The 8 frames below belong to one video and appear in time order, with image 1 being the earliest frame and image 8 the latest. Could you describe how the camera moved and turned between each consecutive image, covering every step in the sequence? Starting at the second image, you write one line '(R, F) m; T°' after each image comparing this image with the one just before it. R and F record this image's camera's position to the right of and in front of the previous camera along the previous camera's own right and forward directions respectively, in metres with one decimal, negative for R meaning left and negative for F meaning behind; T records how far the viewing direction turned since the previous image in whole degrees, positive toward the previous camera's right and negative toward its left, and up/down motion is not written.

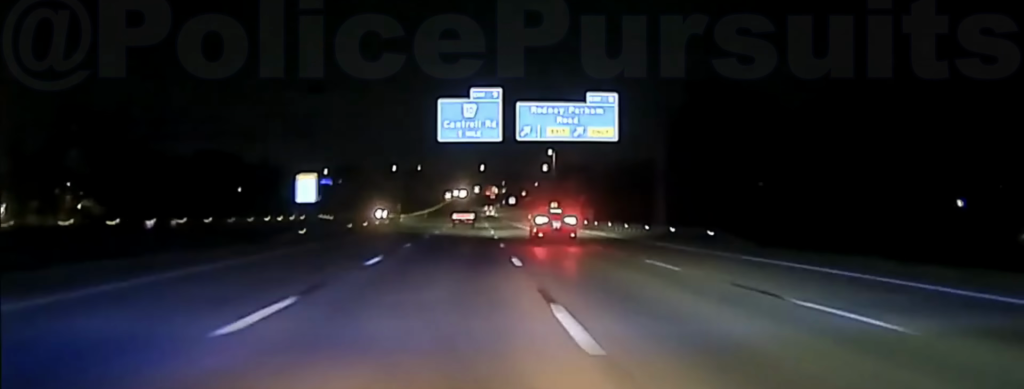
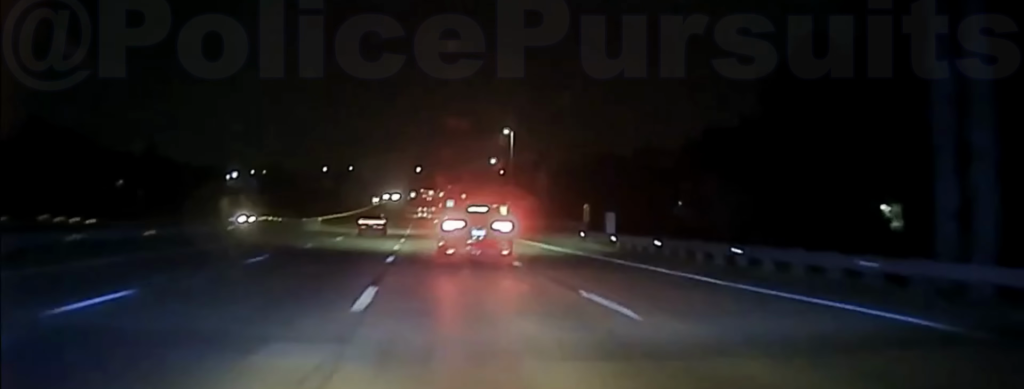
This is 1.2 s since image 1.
(+1.2, +47.2) m; +2°
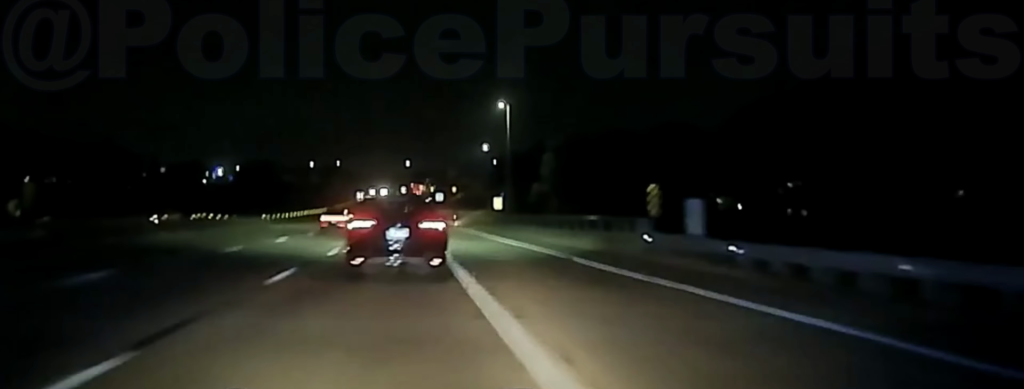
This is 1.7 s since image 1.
(0.0, +19.7) m; +1°
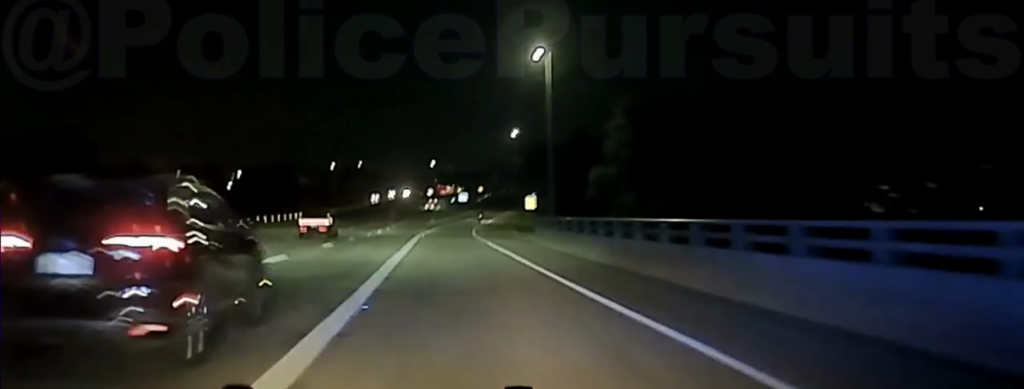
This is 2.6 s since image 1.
(+0.3, +29.7) m; 0°
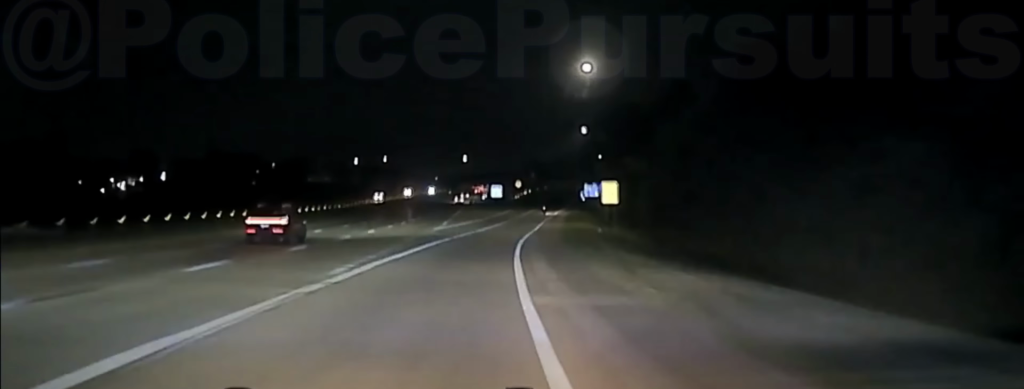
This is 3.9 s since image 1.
(-0.8, +48.8) m; -1°
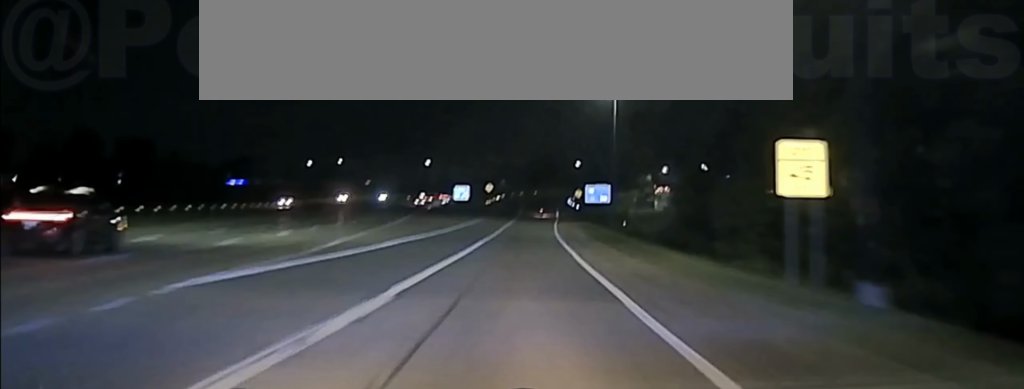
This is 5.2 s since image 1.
(+0.5, +49.0) m; +1°
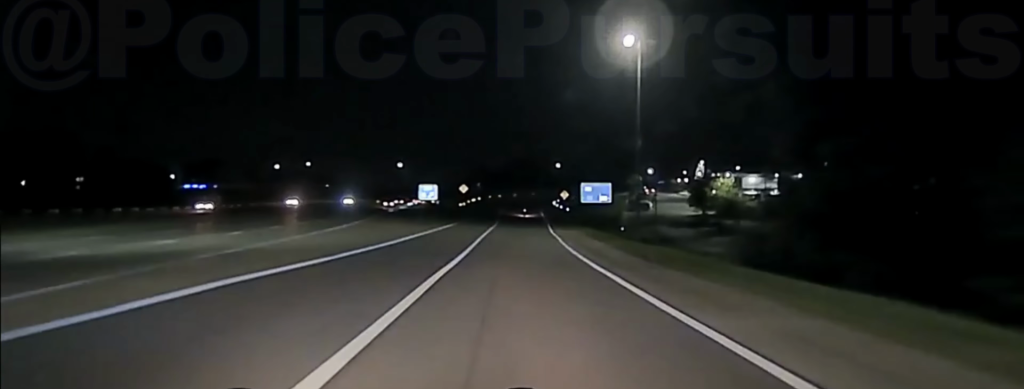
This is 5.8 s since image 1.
(0.0, +22.3) m; 0°
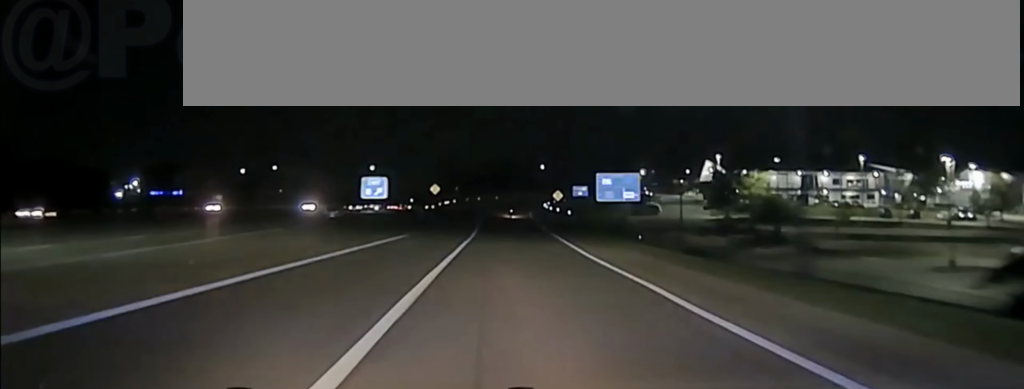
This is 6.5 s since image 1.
(+0.2, +29.3) m; +1°
